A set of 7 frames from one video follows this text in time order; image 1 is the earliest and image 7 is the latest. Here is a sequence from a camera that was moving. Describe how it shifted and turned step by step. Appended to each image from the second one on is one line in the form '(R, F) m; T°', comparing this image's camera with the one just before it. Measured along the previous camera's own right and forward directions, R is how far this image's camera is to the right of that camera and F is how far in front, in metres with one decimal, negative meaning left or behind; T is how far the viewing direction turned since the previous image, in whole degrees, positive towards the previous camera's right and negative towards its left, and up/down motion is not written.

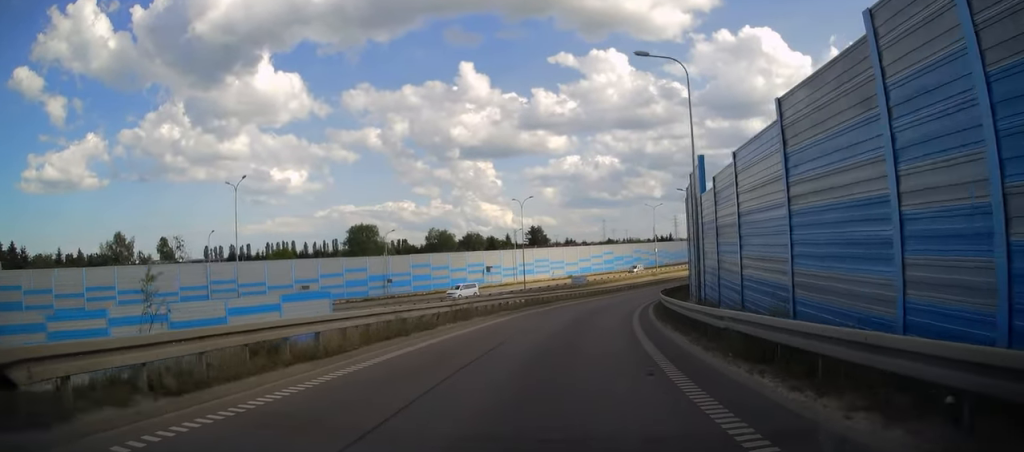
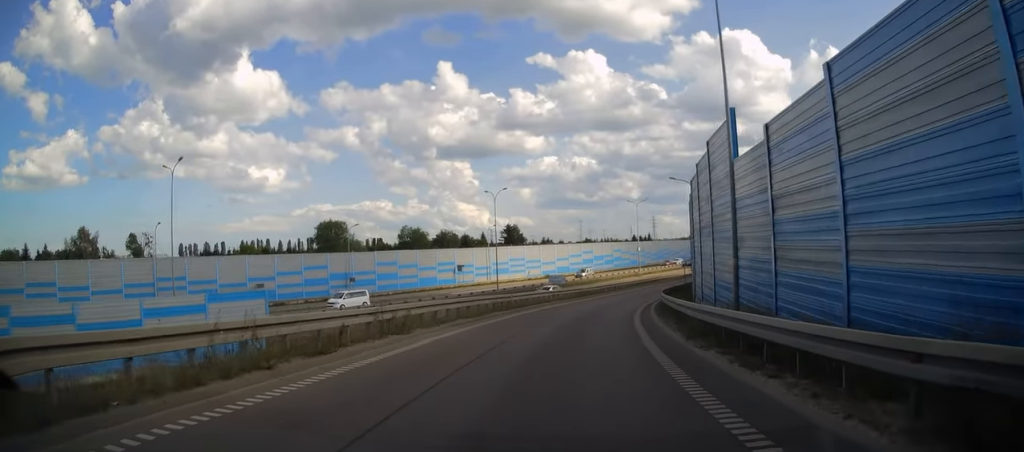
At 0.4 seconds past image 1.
(+0.2, +6.5) m; +2°
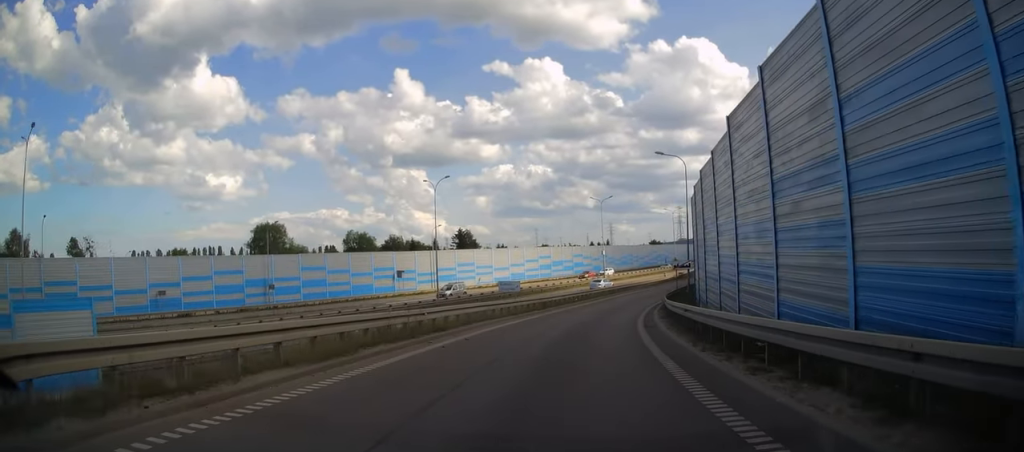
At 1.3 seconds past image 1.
(+0.5, +11.8) m; +4°
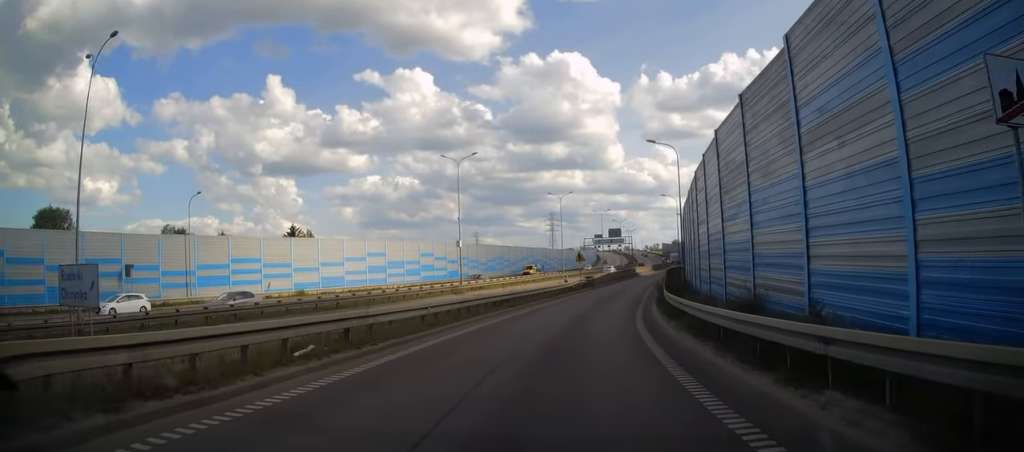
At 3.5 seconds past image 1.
(+3.4, +34.3) m; +11°
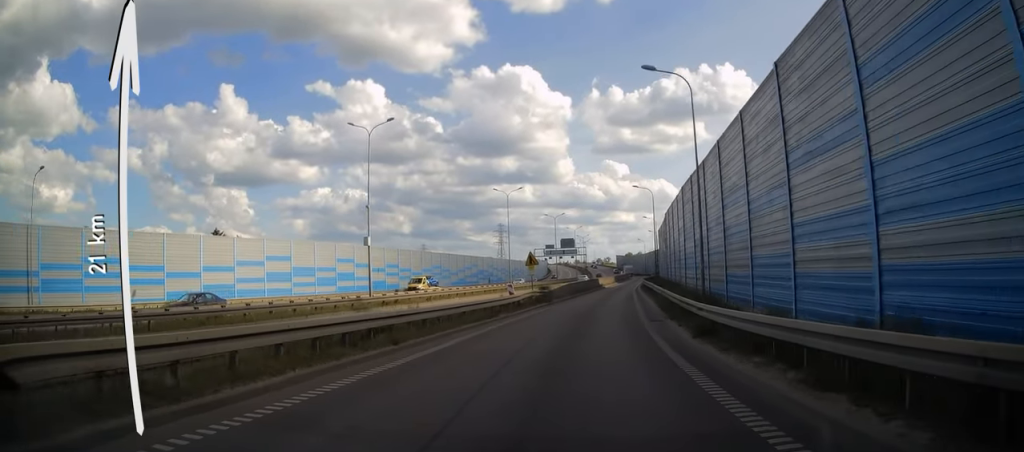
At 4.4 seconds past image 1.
(+0.6, +14.7) m; +5°
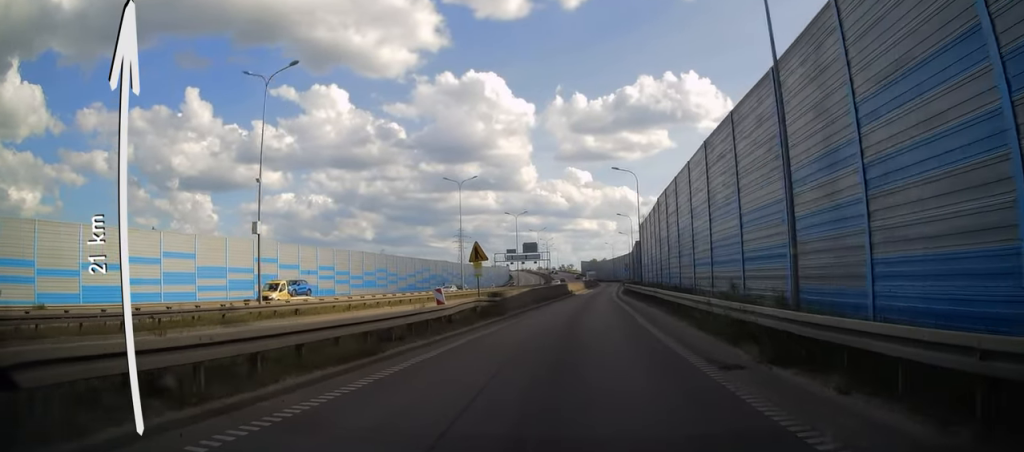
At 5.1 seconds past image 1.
(+0.3, +11.4) m; +4°
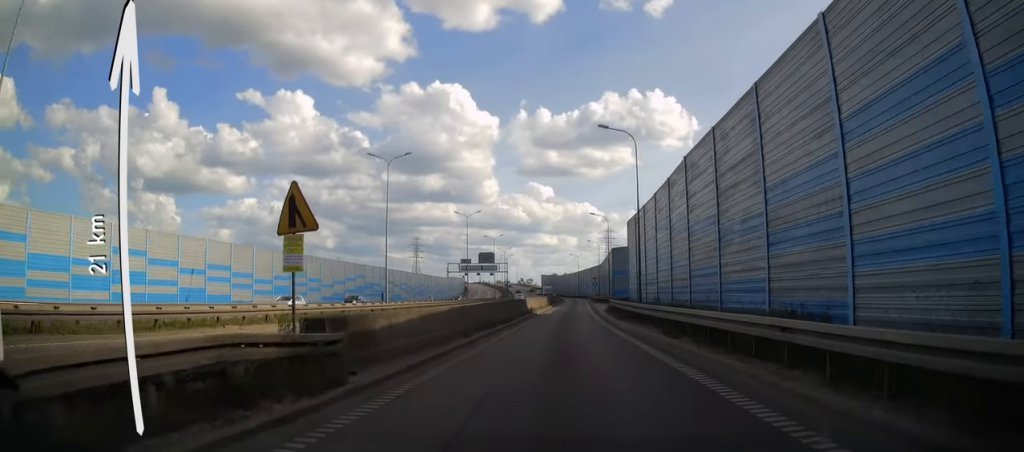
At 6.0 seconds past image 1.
(+0.7, +15.9) m; +4°
